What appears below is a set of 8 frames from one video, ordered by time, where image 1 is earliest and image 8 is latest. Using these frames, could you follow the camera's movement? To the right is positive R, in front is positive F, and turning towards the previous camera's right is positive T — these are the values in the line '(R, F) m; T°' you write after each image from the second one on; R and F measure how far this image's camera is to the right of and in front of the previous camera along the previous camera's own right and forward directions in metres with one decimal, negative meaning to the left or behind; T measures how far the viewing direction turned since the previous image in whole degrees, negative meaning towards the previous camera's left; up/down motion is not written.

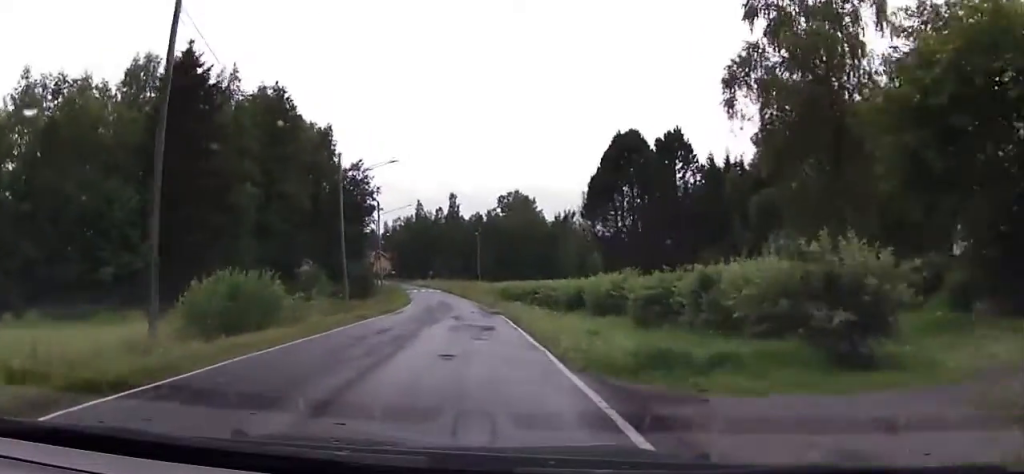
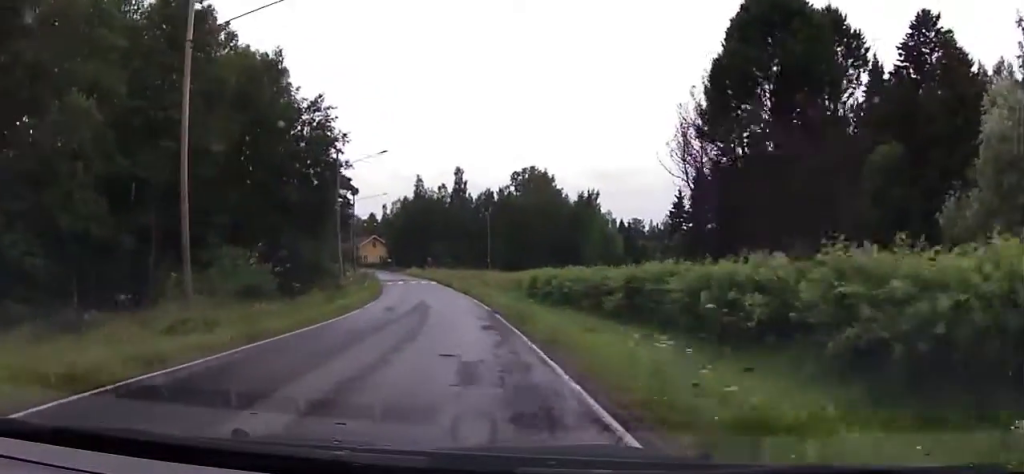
(+0.7, +23.6) m; 0°
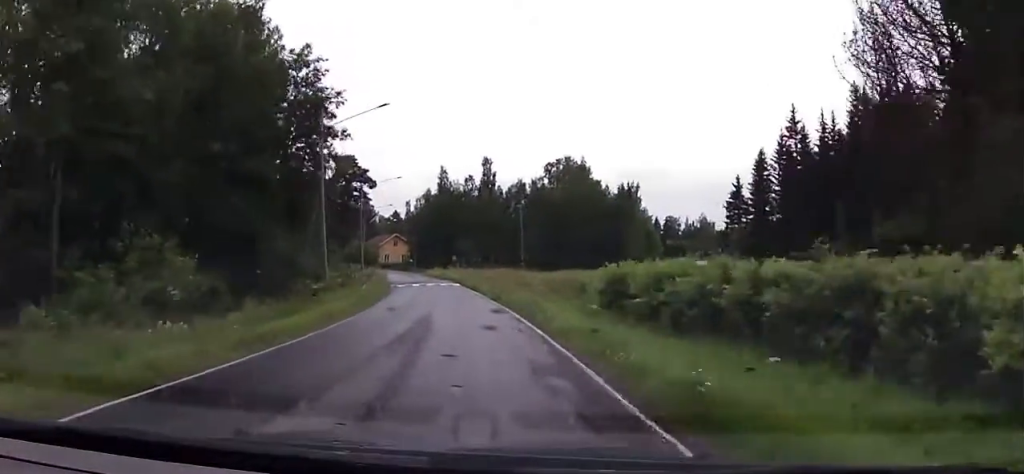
(-0.5, +12.3) m; -7°
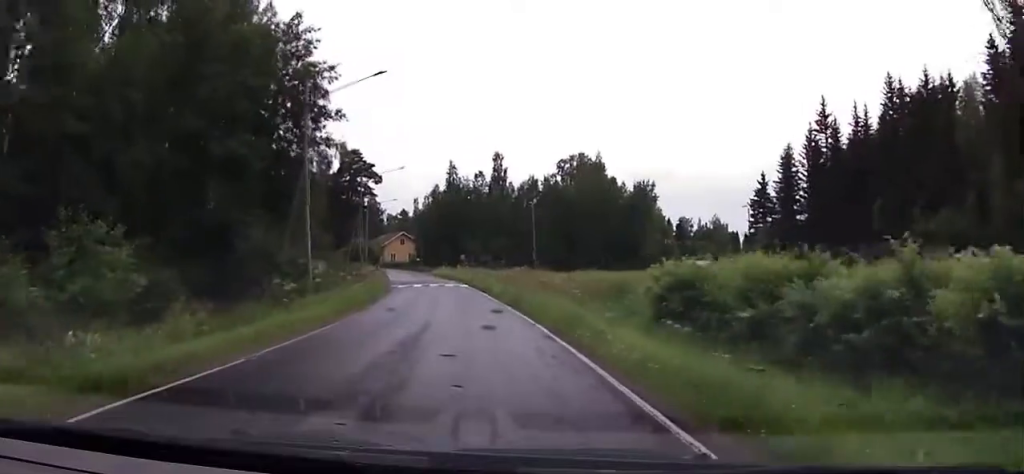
(-0.5, +5.2) m; -2°
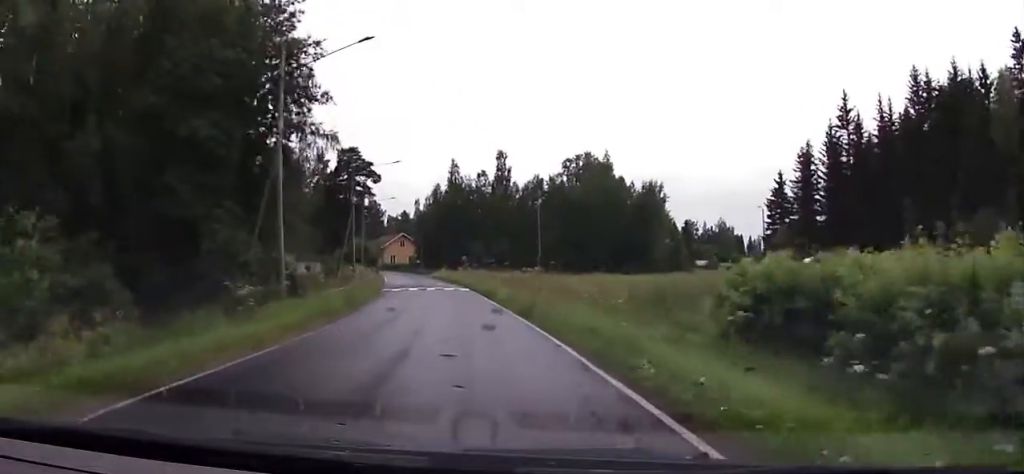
(-0.2, +4.5) m; -1°
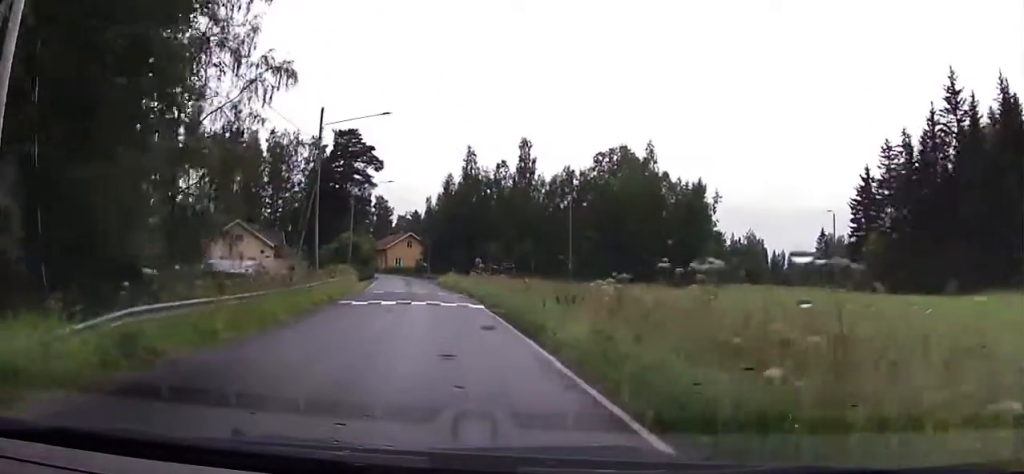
(+0.5, +16.7) m; -2°
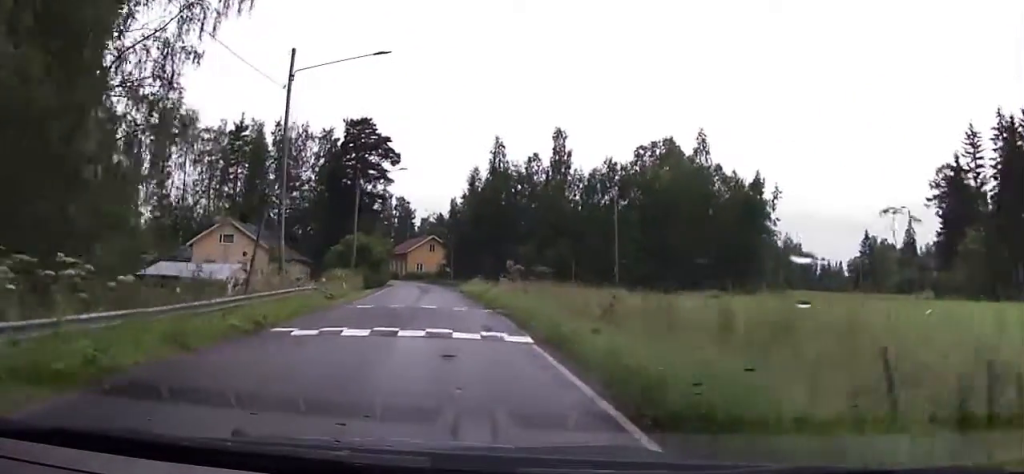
(-0.7, +11.1) m; -3°
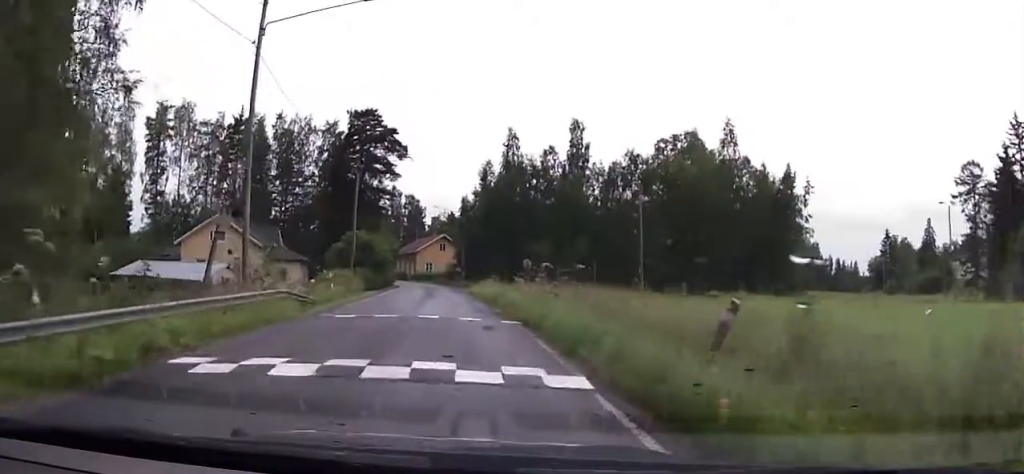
(-0.2, +5.8) m; 0°
